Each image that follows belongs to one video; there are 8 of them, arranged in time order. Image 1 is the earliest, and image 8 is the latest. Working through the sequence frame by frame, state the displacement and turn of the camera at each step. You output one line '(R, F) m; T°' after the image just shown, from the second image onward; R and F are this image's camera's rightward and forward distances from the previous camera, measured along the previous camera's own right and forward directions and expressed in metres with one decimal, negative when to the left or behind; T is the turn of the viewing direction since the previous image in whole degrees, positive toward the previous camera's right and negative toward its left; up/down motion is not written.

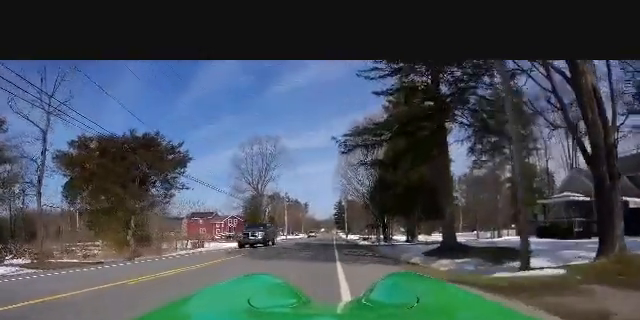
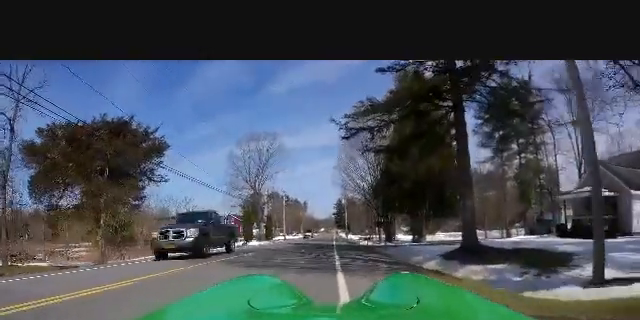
(0.0, +2.9) m; +1°
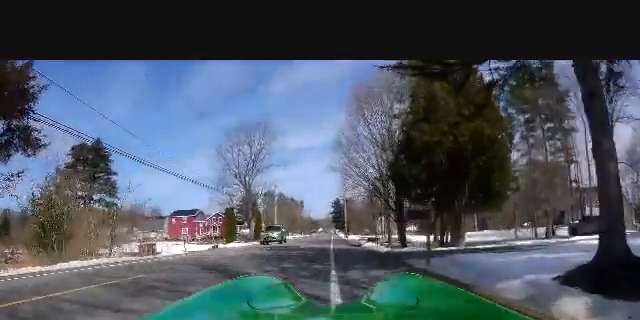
(-0.1, +9.1) m; -2°
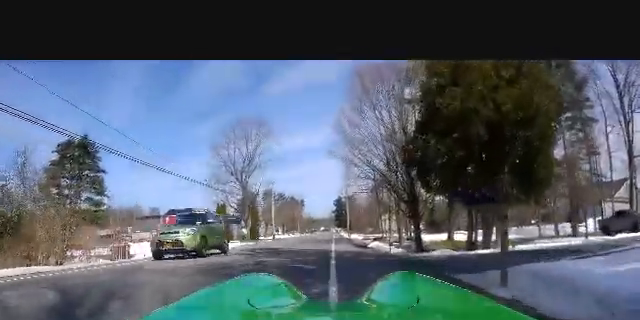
(-0.1, +4.6) m; -1°
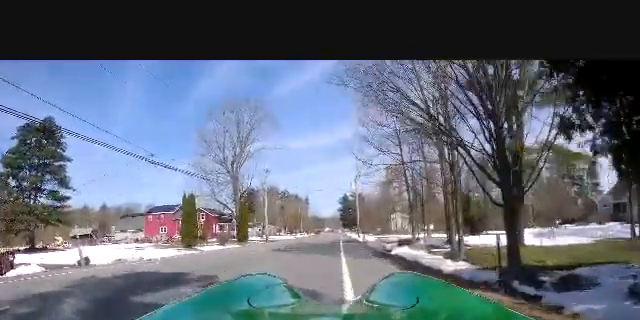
(0.0, +12.2) m; 0°
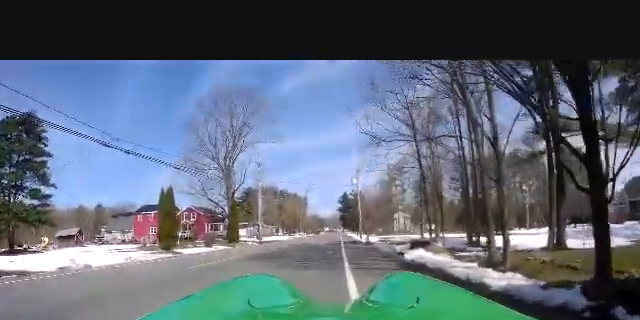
(0.0, +4.4) m; 0°
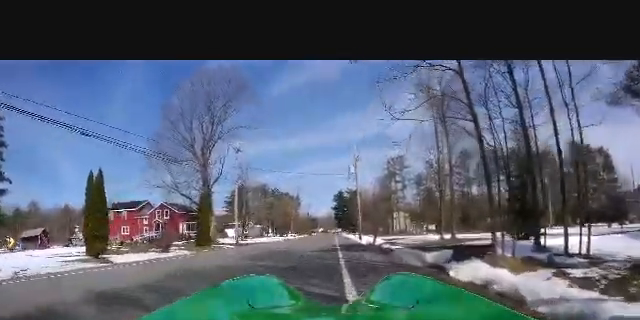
(+0.1, +8.8) m; 0°
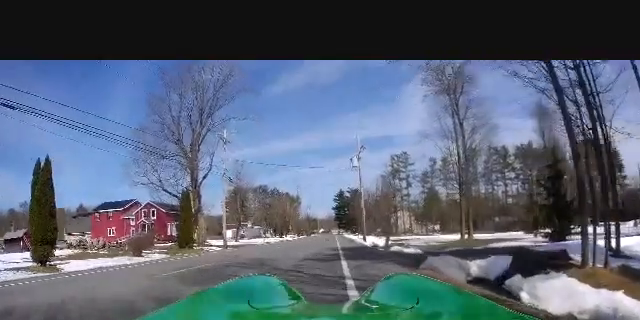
(0.0, +4.7) m; 0°
